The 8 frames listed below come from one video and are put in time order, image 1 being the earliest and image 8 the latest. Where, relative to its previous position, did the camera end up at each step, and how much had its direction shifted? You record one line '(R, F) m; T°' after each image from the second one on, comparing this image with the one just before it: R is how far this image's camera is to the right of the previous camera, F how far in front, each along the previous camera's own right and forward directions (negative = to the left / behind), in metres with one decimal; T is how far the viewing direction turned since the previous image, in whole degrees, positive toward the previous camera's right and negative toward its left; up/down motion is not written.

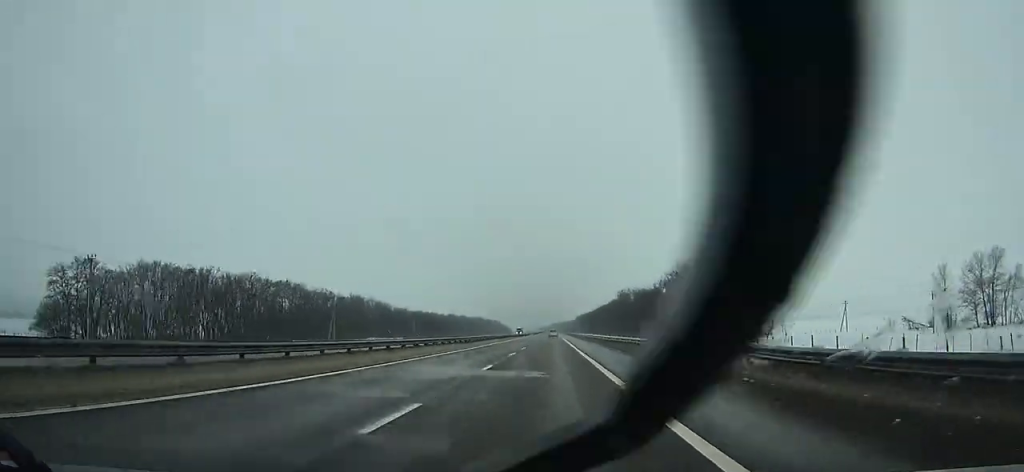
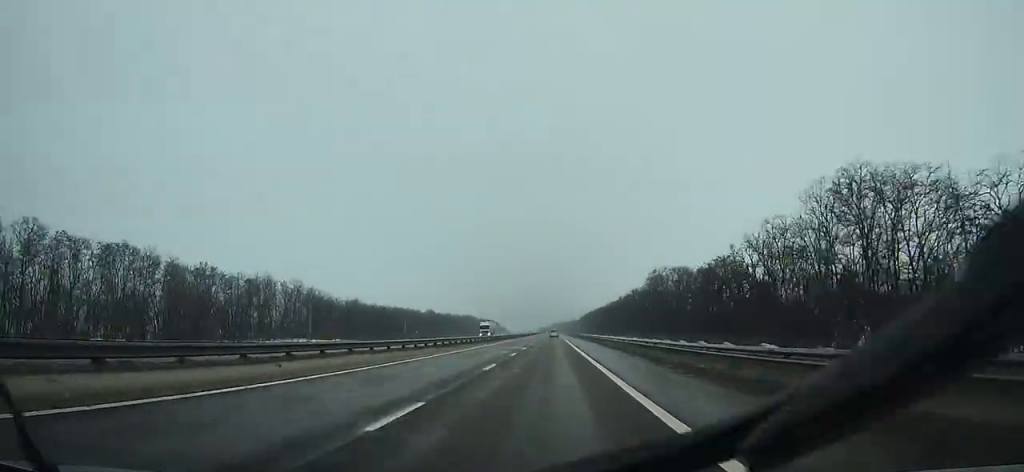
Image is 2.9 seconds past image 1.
(-0.2, +72.4) m; 0°
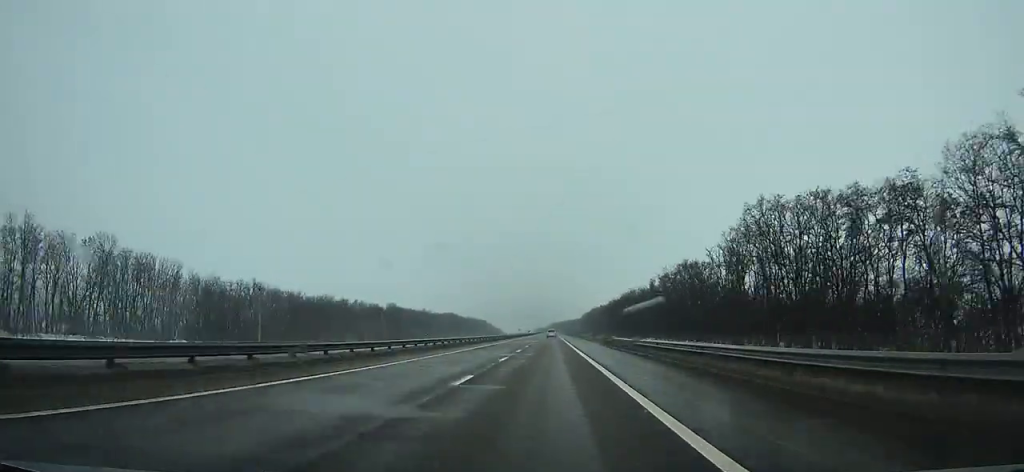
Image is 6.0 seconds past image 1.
(+0.1, +78.3) m; 0°
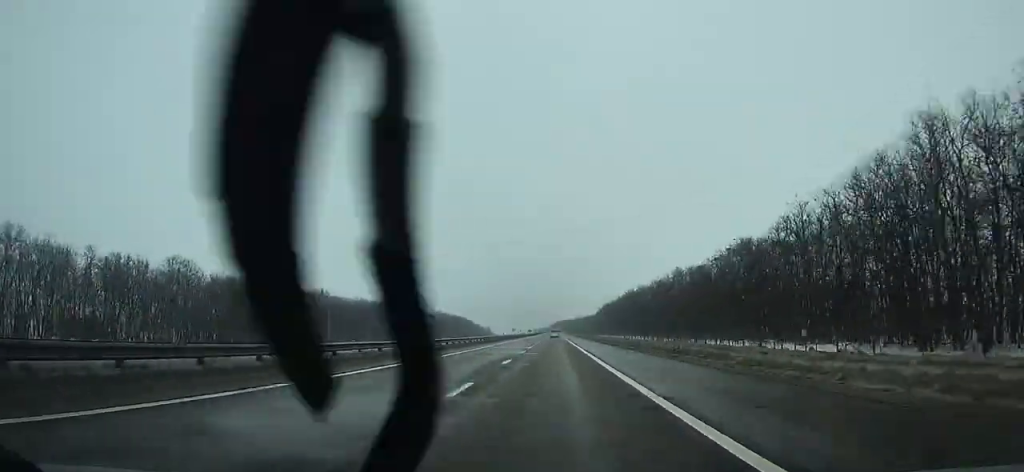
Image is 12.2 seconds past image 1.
(+0.1, +160.3) m; 0°
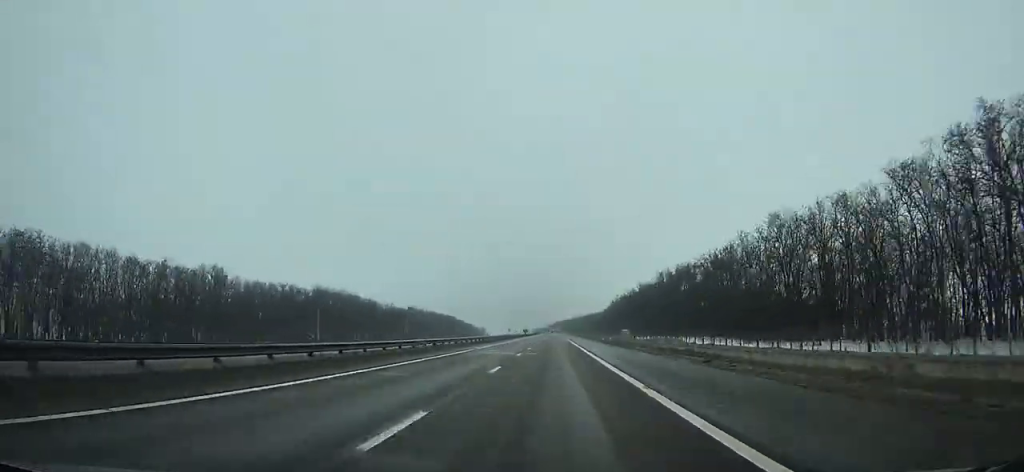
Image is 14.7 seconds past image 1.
(+0.2, +65.5) m; 0°
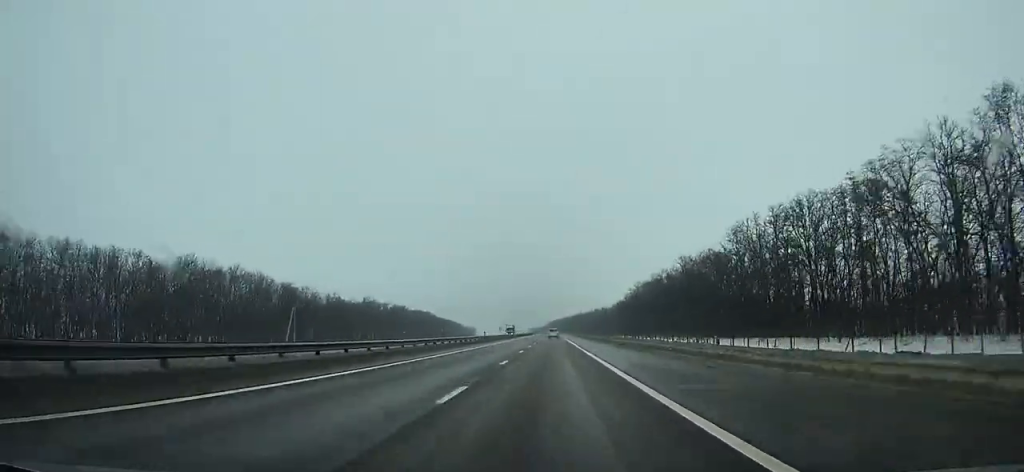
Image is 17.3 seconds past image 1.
(0.0, +68.0) m; 0°
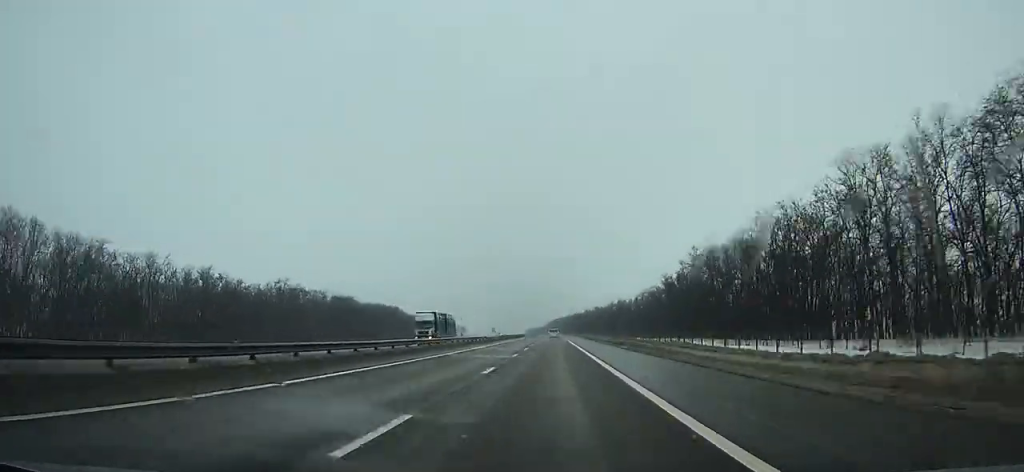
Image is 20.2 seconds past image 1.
(-0.1, +75.5) m; 0°
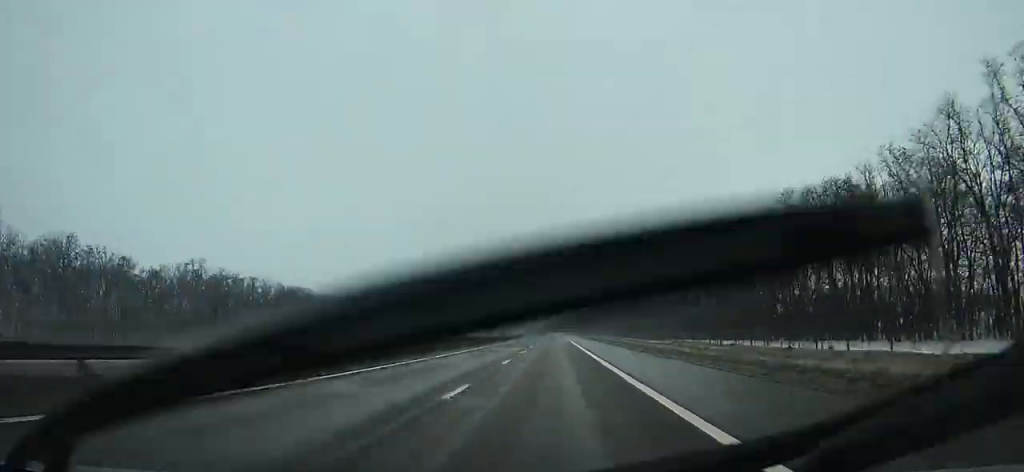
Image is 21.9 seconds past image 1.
(-0.1, +43.9) m; 0°
